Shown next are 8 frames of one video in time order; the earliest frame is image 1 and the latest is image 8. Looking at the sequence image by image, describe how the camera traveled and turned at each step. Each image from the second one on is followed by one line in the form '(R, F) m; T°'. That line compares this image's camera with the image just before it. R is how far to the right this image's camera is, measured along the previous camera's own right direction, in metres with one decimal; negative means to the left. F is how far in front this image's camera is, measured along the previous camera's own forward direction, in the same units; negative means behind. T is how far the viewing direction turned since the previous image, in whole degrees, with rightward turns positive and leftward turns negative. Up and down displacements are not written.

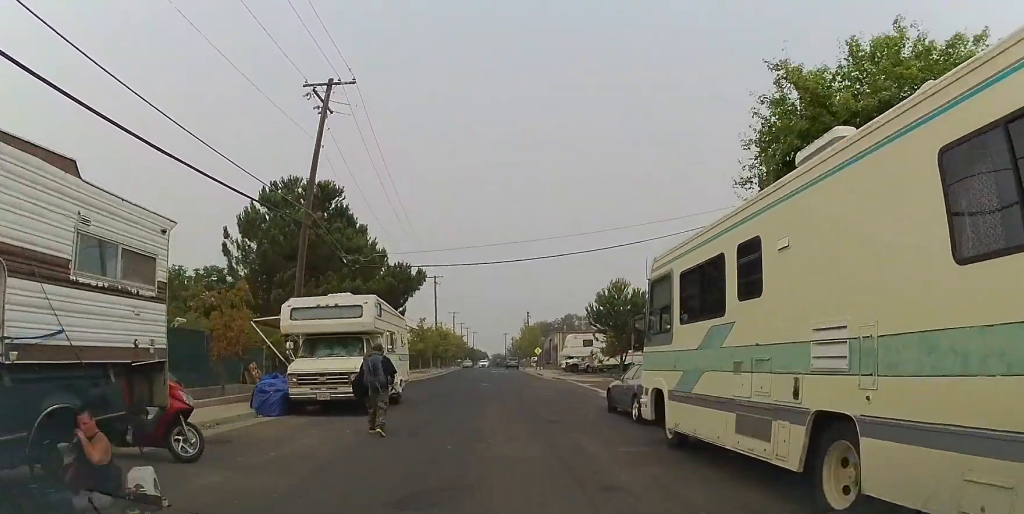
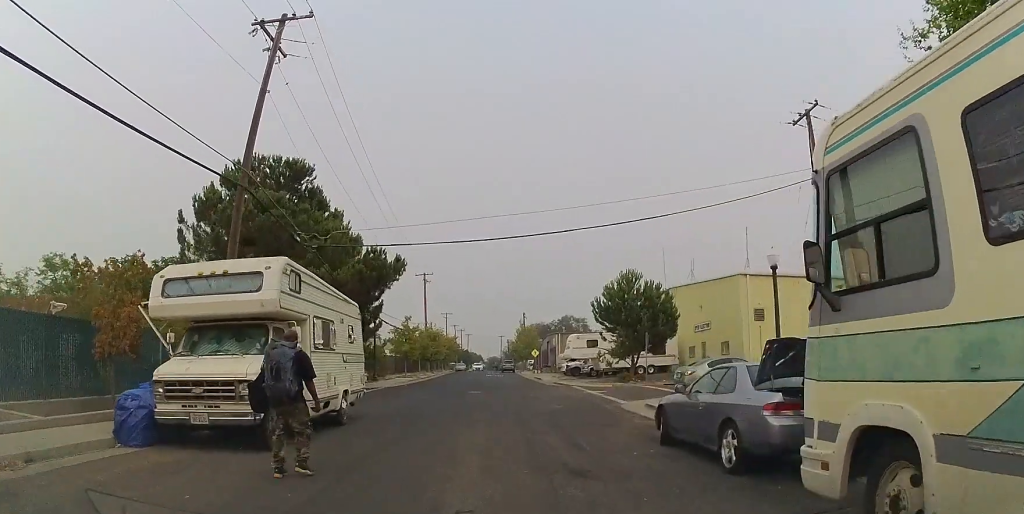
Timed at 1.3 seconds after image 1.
(+0.6, +5.7) m; +2°
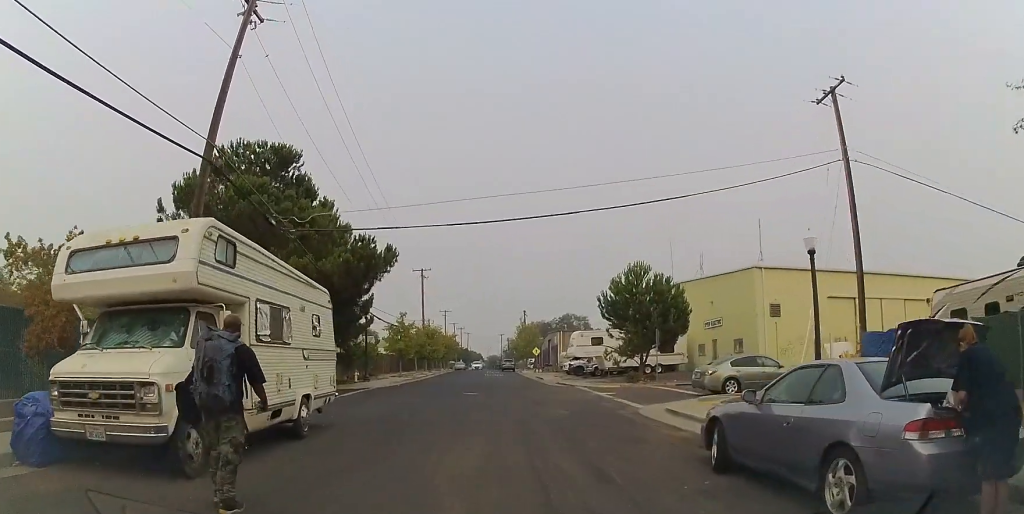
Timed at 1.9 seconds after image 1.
(-0.3, +2.5) m; -4°
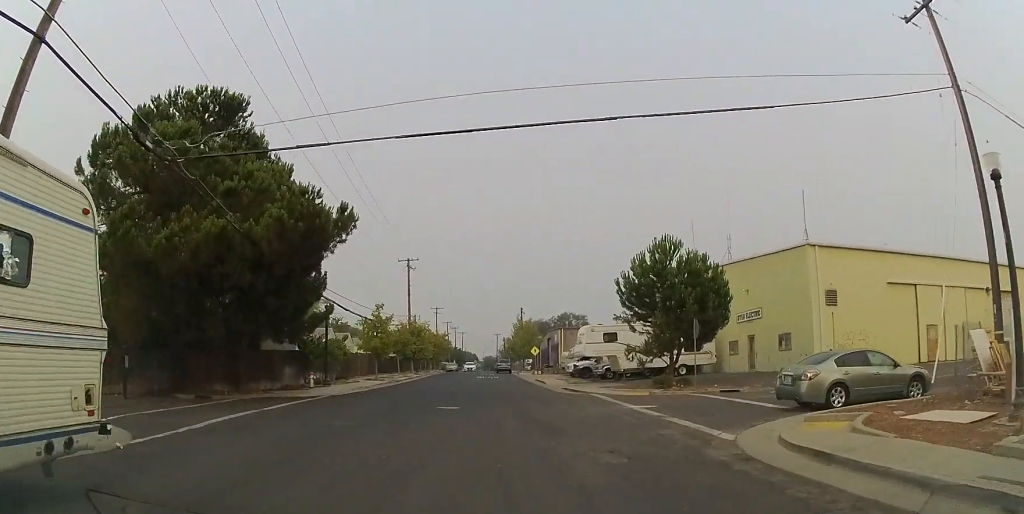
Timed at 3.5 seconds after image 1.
(-0.1, +7.4) m; +3°
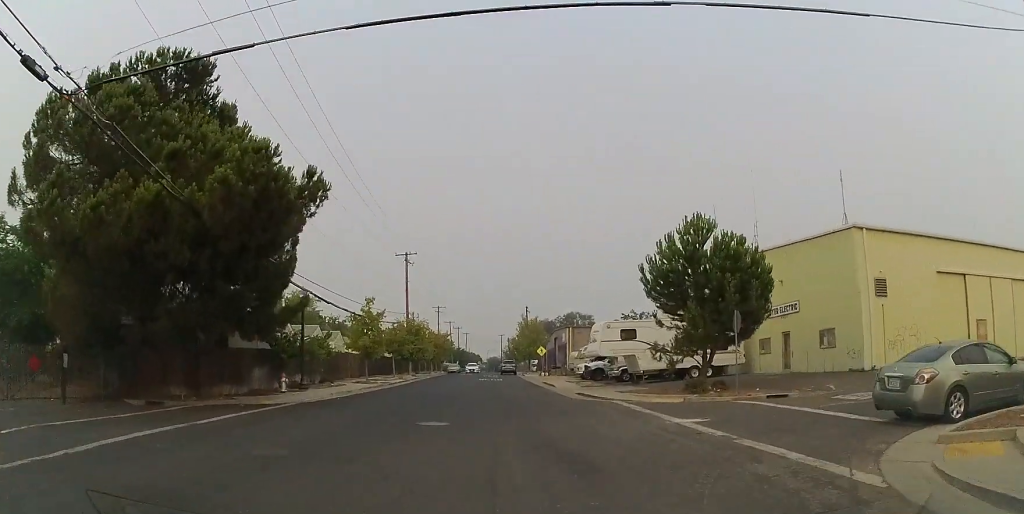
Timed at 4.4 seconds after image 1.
(+0.3, +4.2) m; -1°
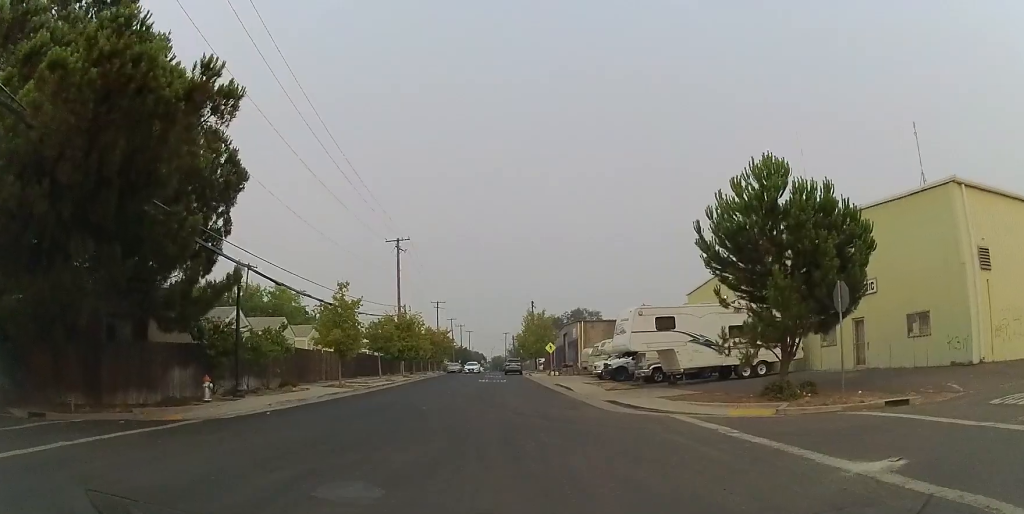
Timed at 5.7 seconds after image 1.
(-0.6, +7.0) m; -5°
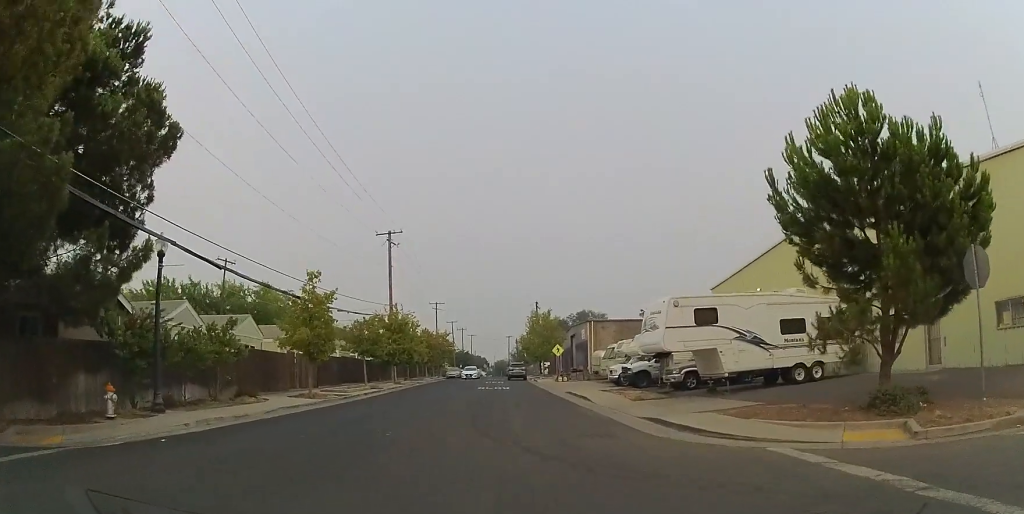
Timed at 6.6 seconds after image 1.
(0.0, +5.1) m; 0°
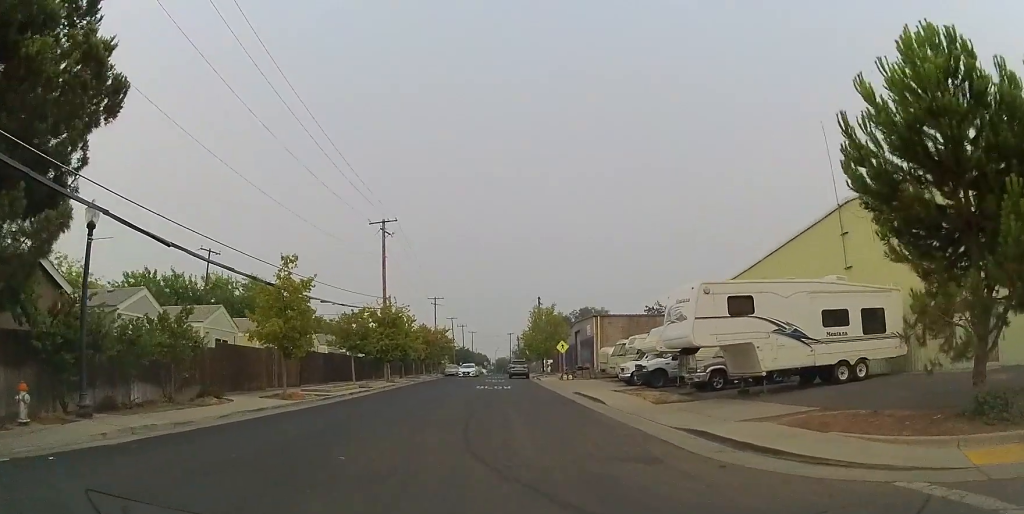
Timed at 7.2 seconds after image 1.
(0.0, +3.2) m; 0°
